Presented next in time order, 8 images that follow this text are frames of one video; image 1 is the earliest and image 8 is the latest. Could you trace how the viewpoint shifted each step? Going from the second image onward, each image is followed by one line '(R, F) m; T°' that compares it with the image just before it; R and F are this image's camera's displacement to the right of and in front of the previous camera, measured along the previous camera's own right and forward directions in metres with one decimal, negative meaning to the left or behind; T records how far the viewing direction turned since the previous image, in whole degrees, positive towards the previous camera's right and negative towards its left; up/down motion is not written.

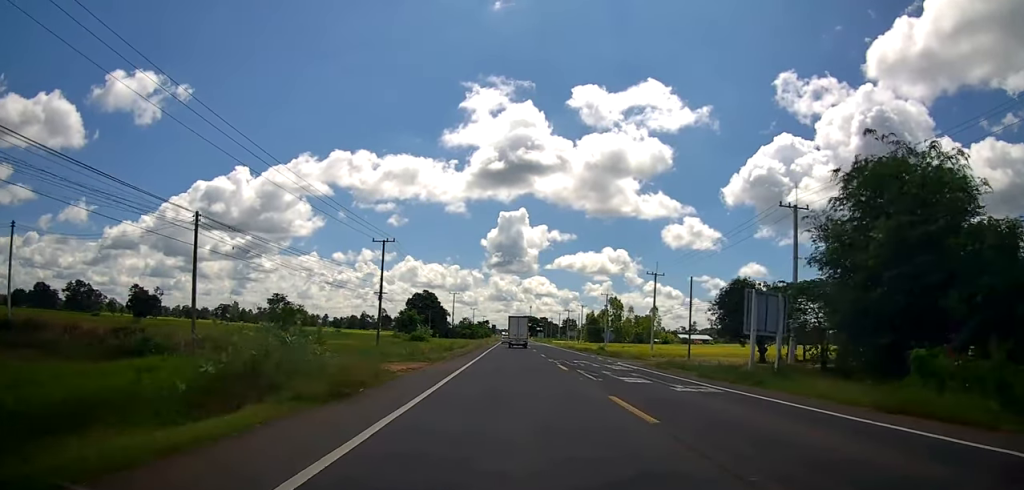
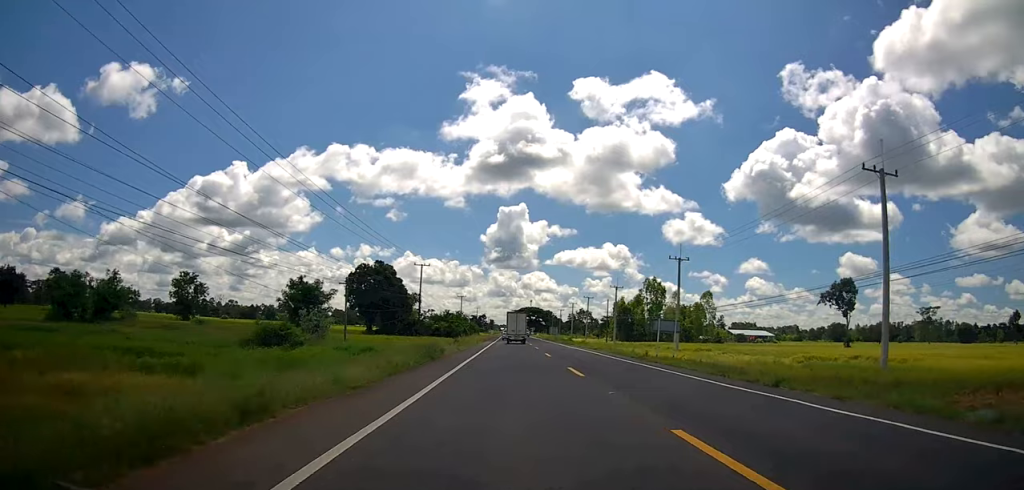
(0.0, +52.1) m; -1°
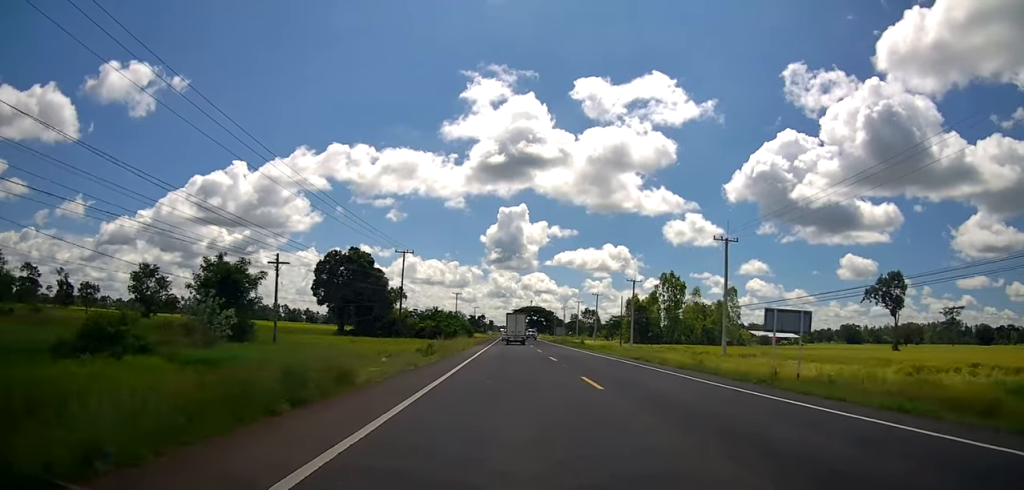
(-0.7, +15.4) m; 0°
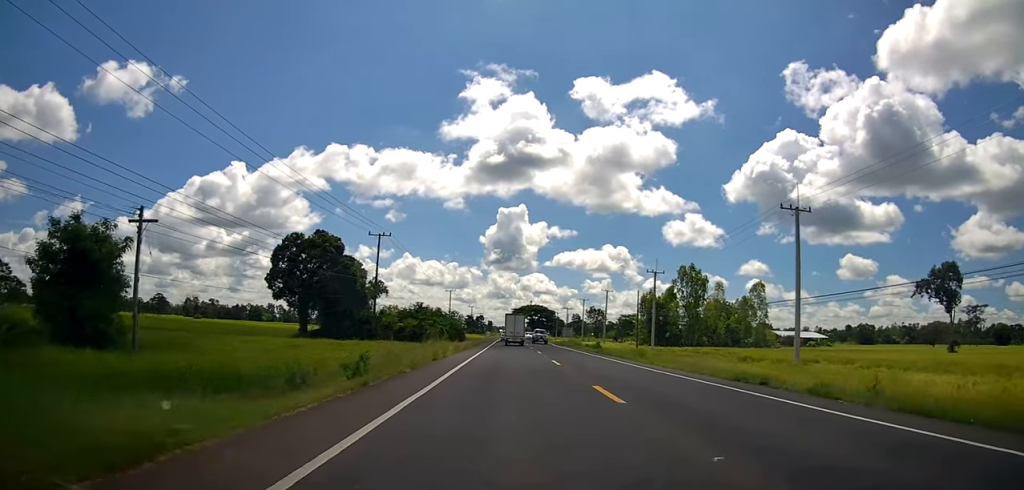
(+0.5, +14.3) m; 0°
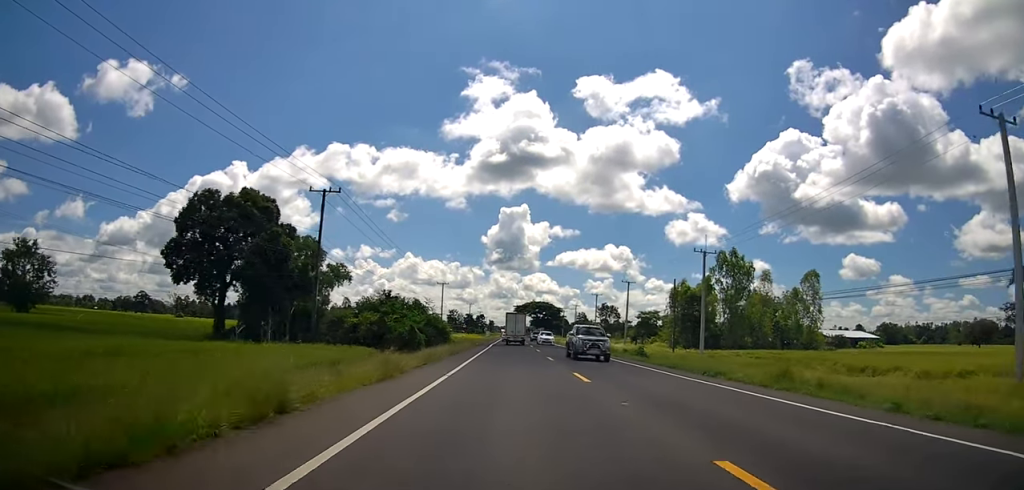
(-0.3, +19.7) m; 0°
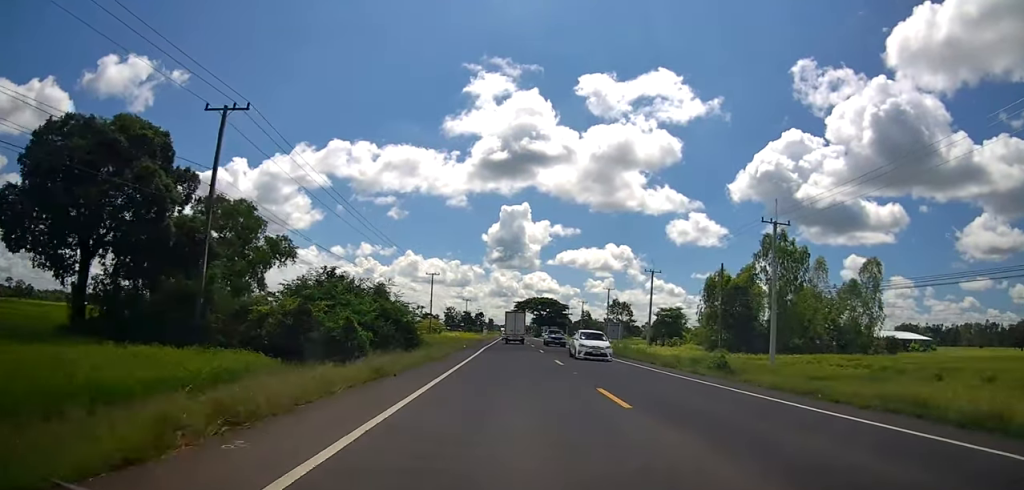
(+0.1, +16.6) m; 0°
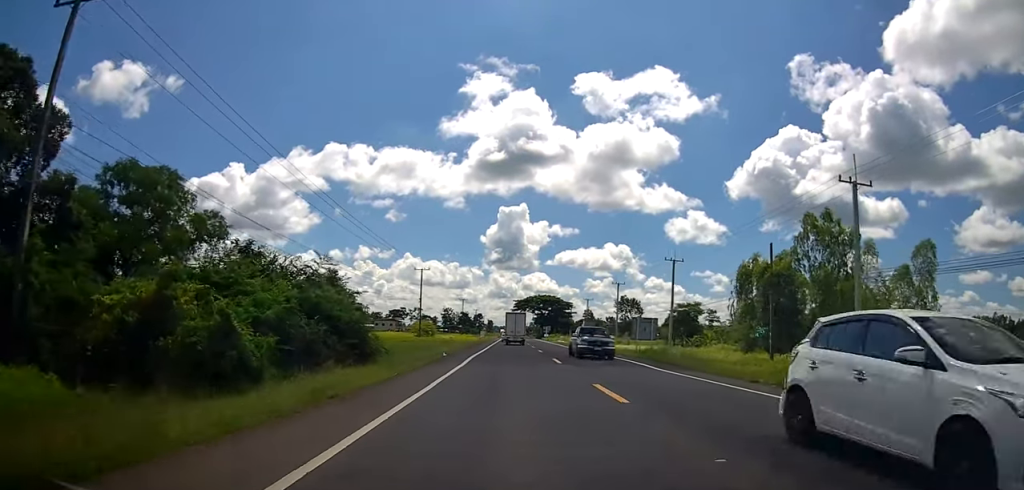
(+0.4, +11.6) m; 0°
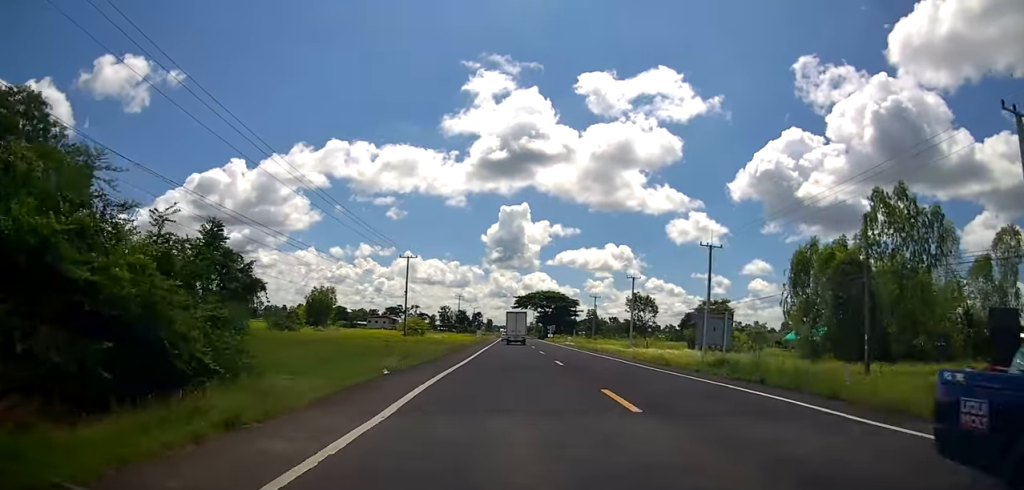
(-0.6, +13.3) m; 0°
